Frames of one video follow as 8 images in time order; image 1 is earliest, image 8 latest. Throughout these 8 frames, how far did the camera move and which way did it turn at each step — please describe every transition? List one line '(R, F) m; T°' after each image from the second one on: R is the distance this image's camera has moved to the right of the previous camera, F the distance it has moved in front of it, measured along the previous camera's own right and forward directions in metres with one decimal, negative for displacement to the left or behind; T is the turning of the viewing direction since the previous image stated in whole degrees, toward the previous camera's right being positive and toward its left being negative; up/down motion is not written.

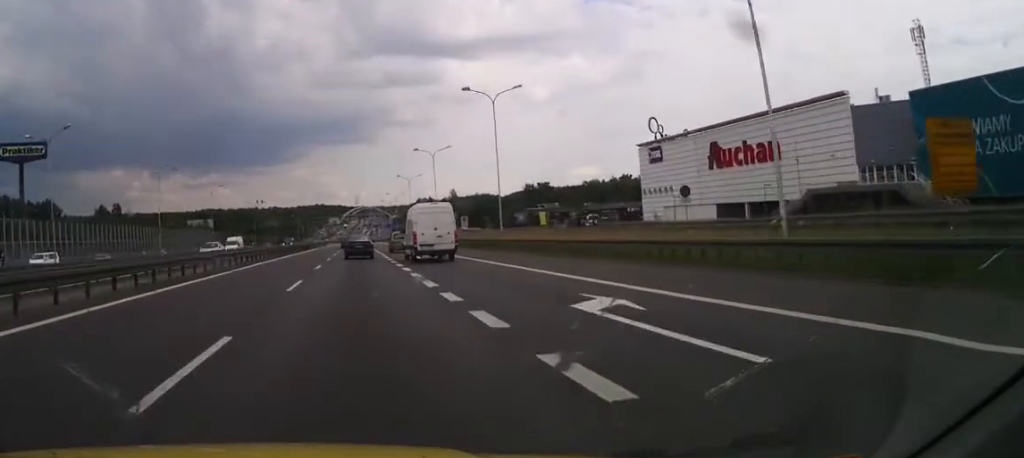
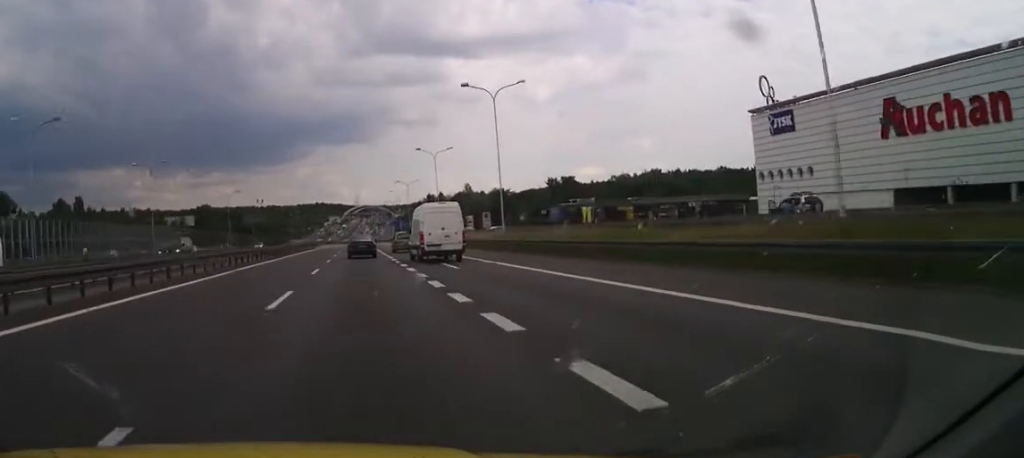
(-0.1, +39.2) m; -1°
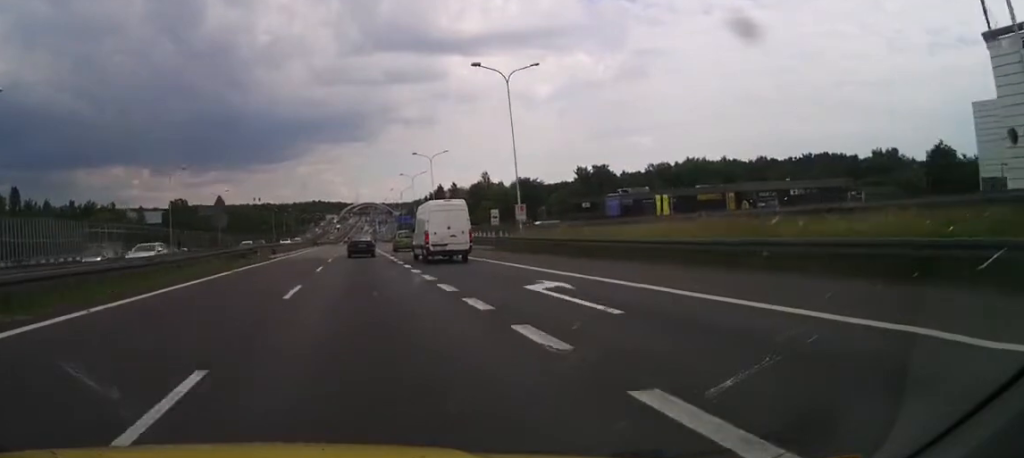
(0.0, +44.5) m; 0°
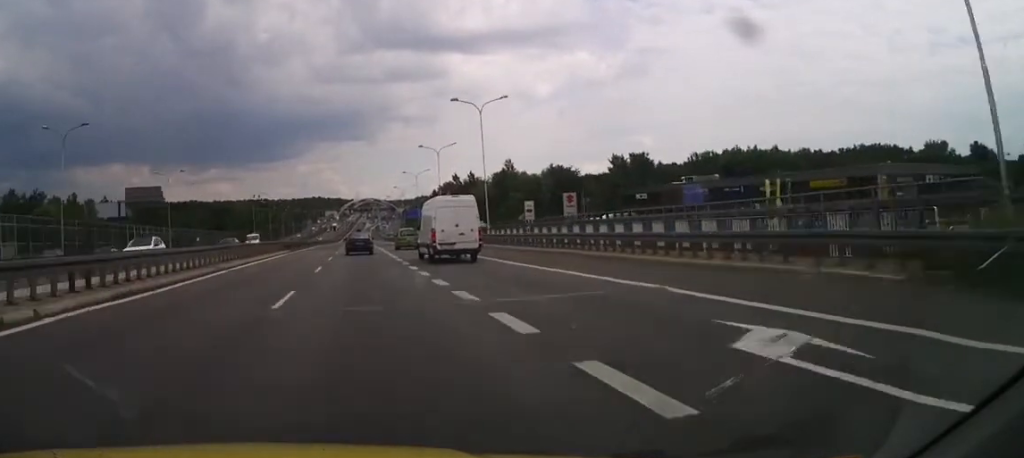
(-0.2, +37.7) m; -1°
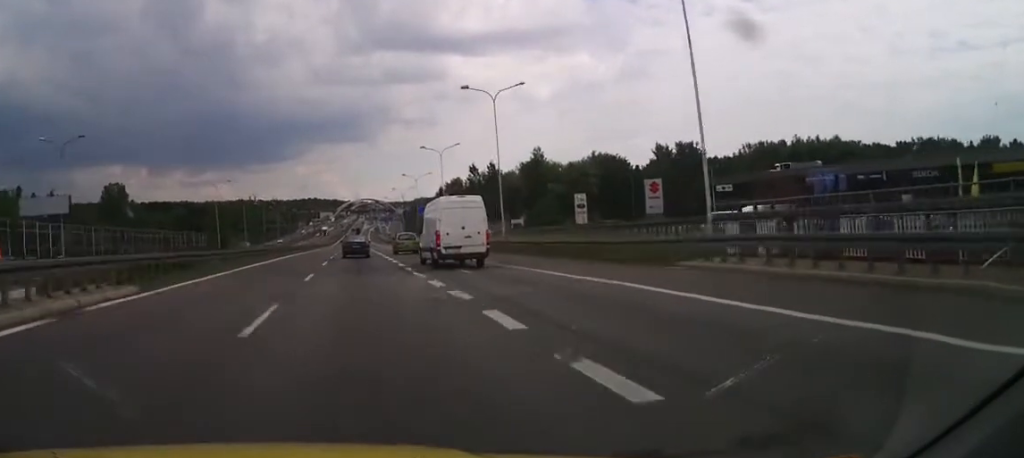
(-0.2, +38.7) m; 0°
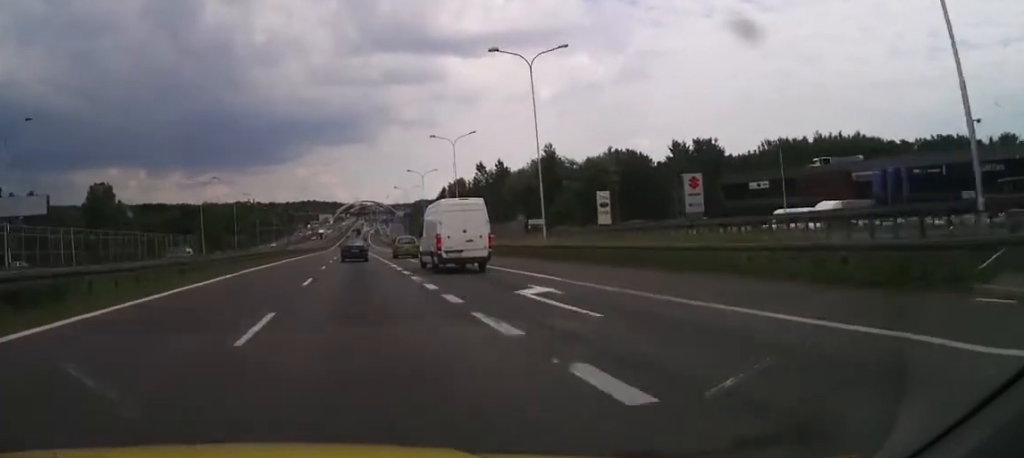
(0.0, +11.8) m; 0°
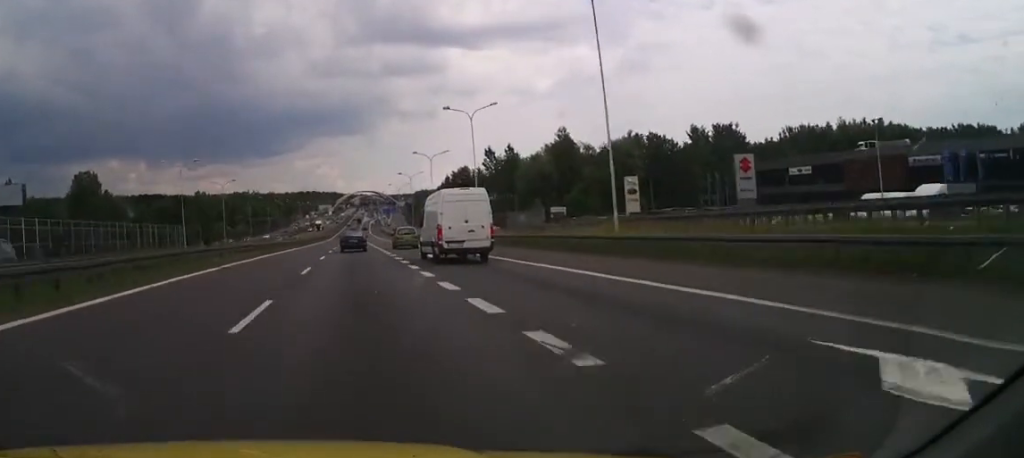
(0.0, +11.8) m; 0°
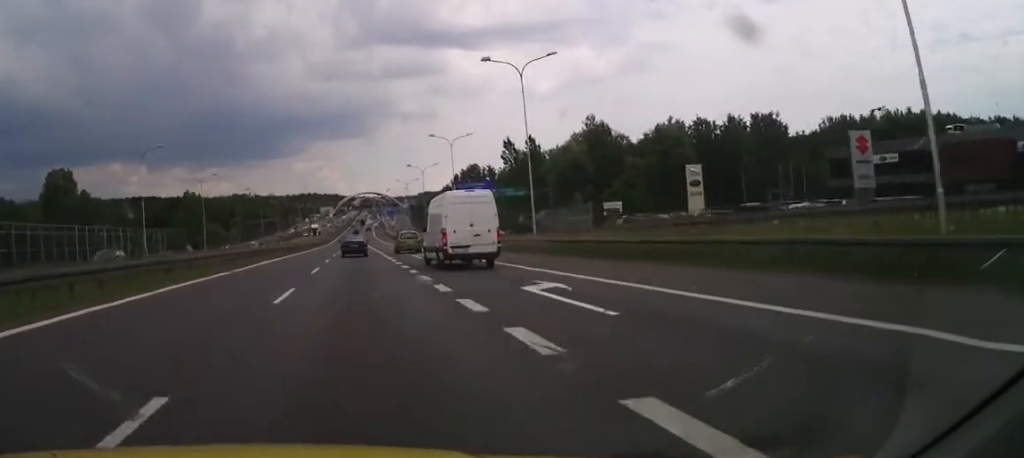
(+0.1, +19.1) m; 0°
